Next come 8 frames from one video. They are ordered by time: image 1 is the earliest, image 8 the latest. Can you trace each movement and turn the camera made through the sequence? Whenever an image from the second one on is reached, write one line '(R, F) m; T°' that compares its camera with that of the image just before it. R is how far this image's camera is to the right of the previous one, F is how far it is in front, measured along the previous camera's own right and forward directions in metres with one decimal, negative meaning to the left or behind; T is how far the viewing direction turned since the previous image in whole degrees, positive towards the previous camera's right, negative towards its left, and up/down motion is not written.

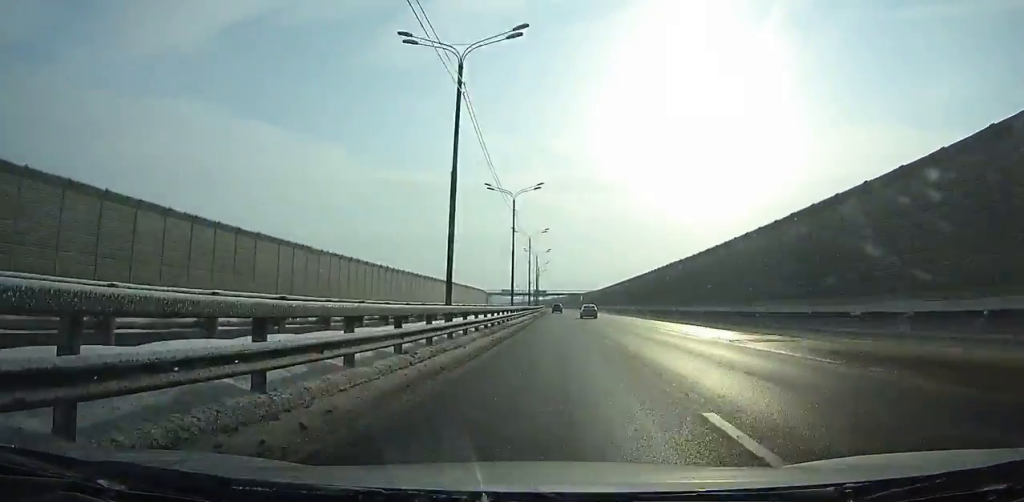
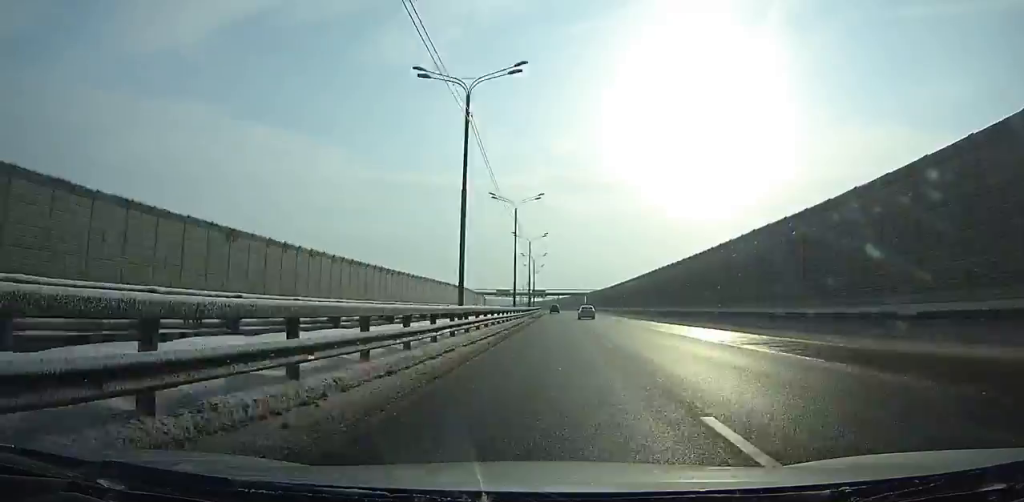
(-0.1, +32.0) m; 0°
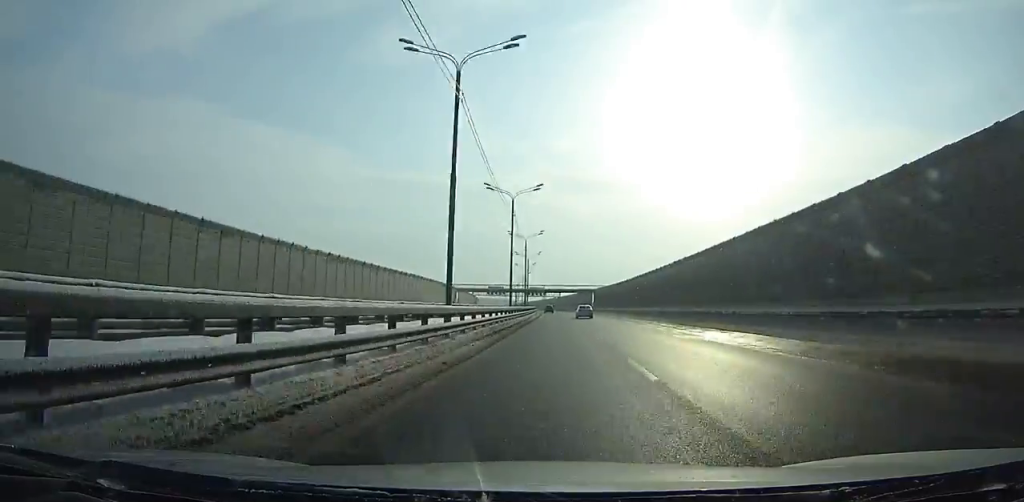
(0.0, +42.0) m; -1°
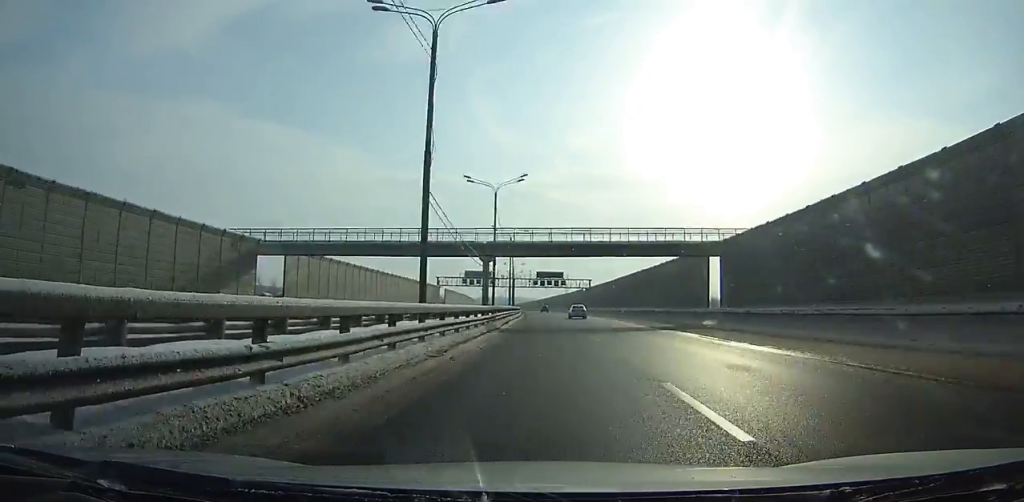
(-2.6, +116.0) m; -3°
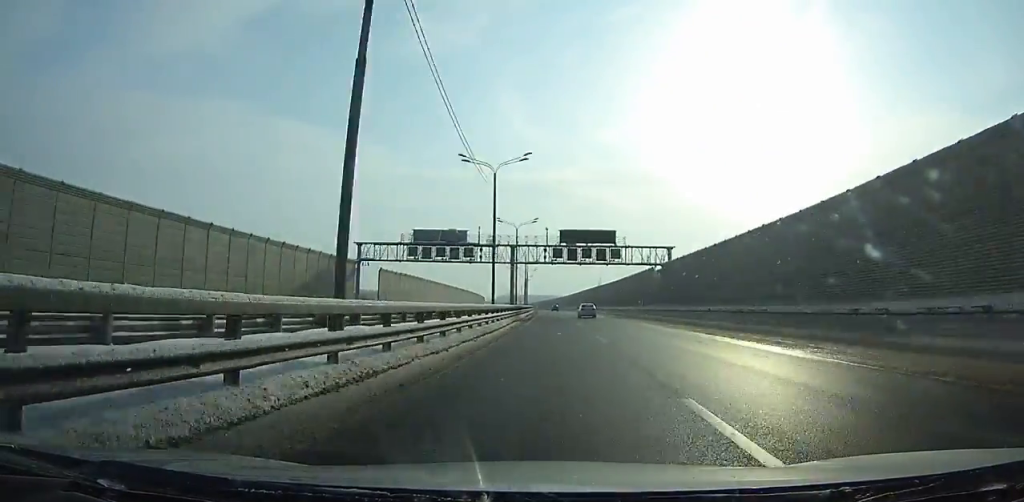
(-1.7, +81.7) m; -2°
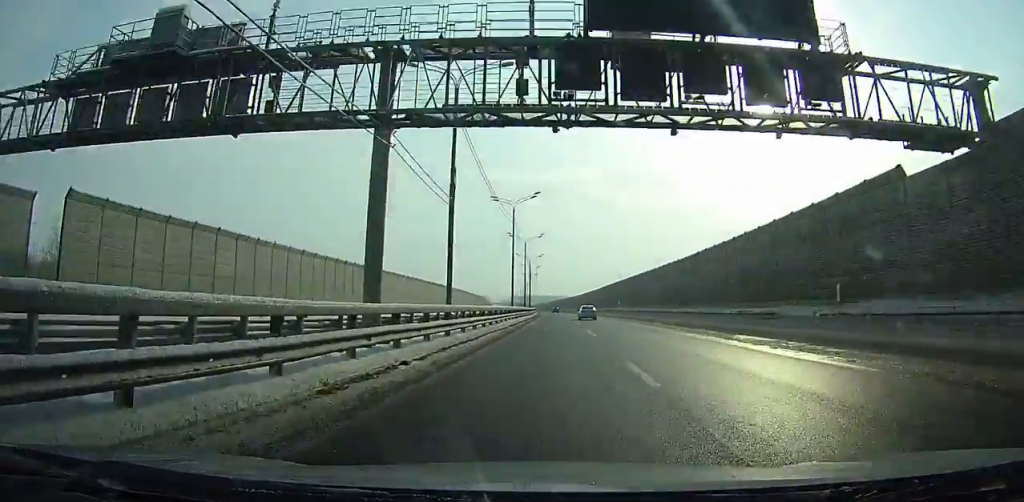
(-0.6, +58.8) m; -1°
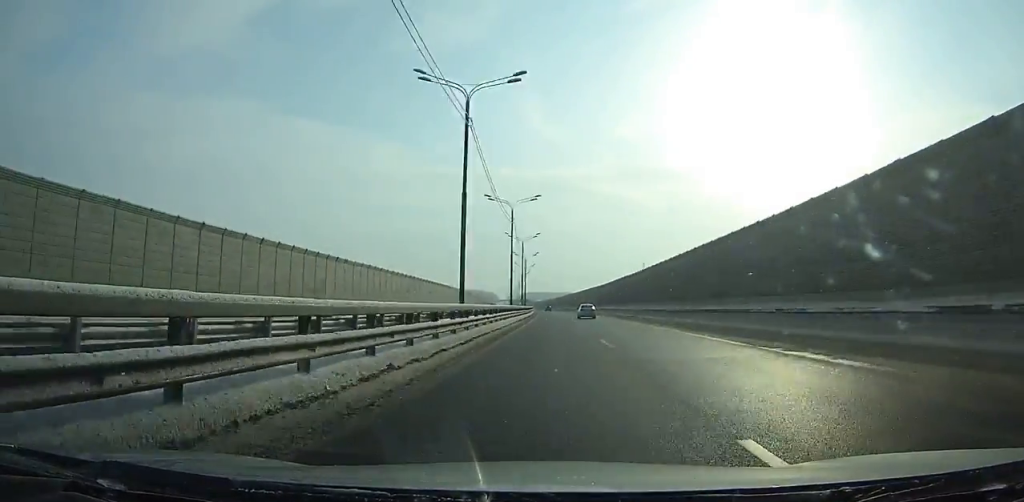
(-0.9, +71.9) m; -1°
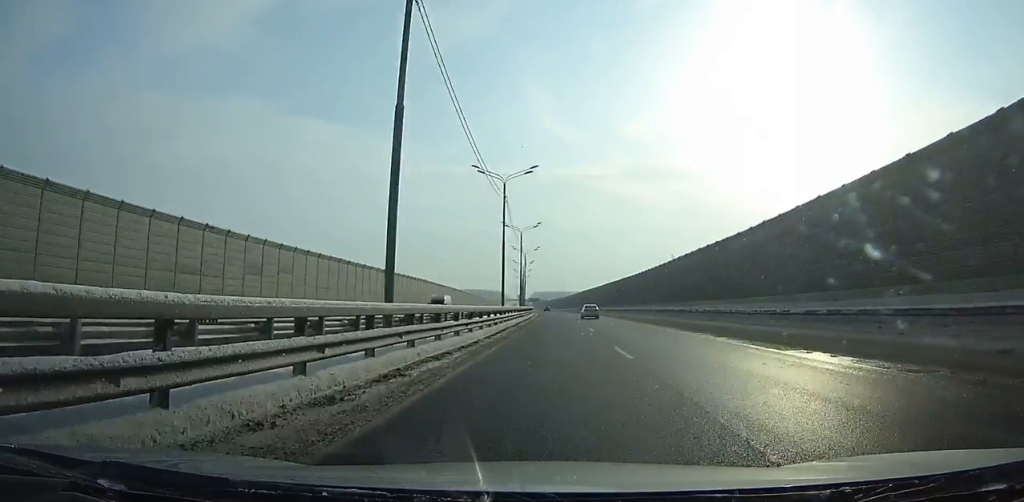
(-0.2, +51.4) m; -1°
